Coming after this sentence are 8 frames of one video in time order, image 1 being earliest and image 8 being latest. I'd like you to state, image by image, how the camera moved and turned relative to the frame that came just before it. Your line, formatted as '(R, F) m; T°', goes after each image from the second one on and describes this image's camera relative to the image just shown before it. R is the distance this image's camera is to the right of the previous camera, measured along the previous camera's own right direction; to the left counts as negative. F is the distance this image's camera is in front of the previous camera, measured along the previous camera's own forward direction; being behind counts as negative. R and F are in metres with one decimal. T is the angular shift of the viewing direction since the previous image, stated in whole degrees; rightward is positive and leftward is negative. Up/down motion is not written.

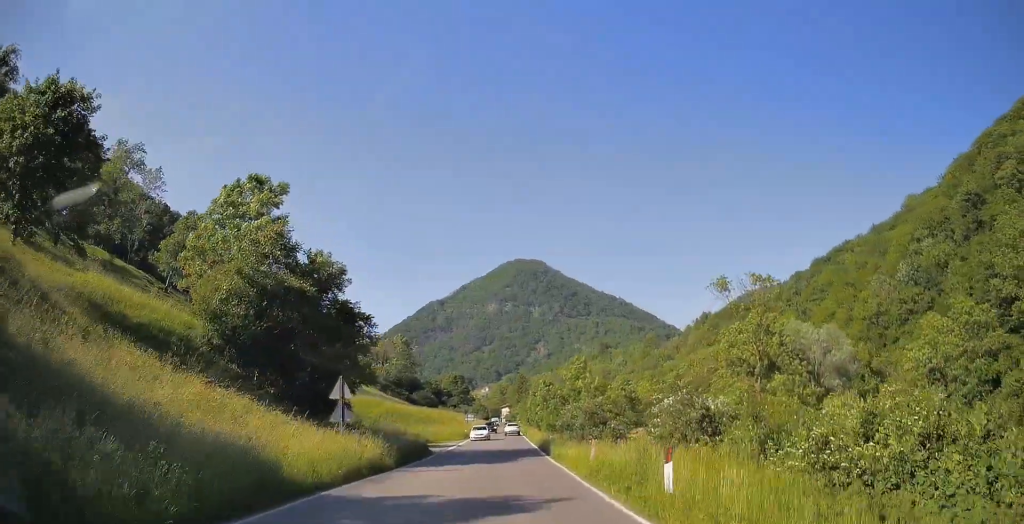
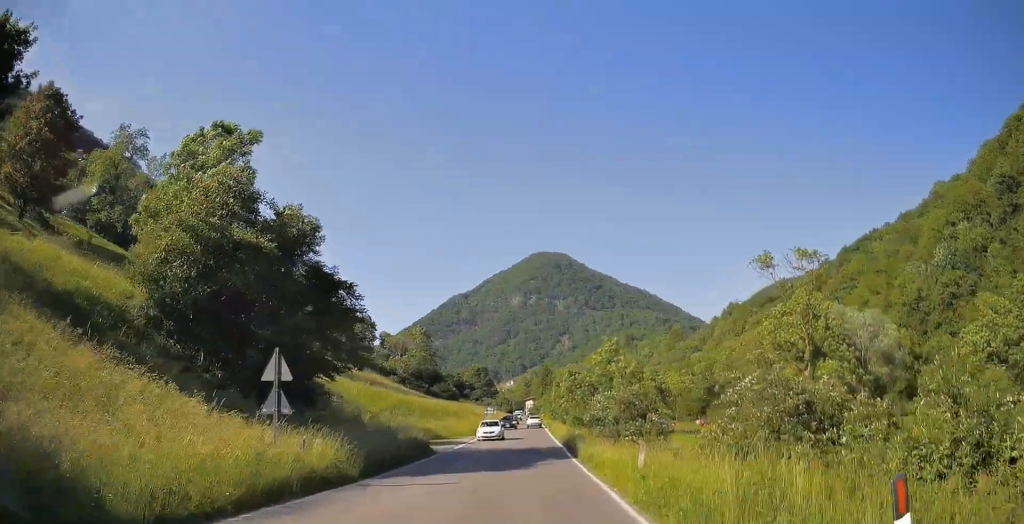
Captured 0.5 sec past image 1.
(+0.3, +6.0) m; +3°
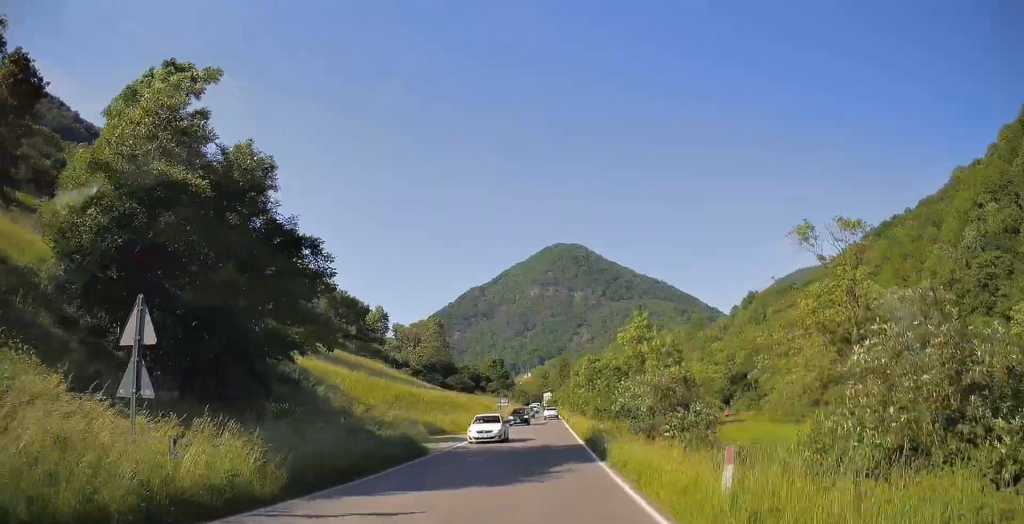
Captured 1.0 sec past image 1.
(+0.1, +5.4) m; +3°
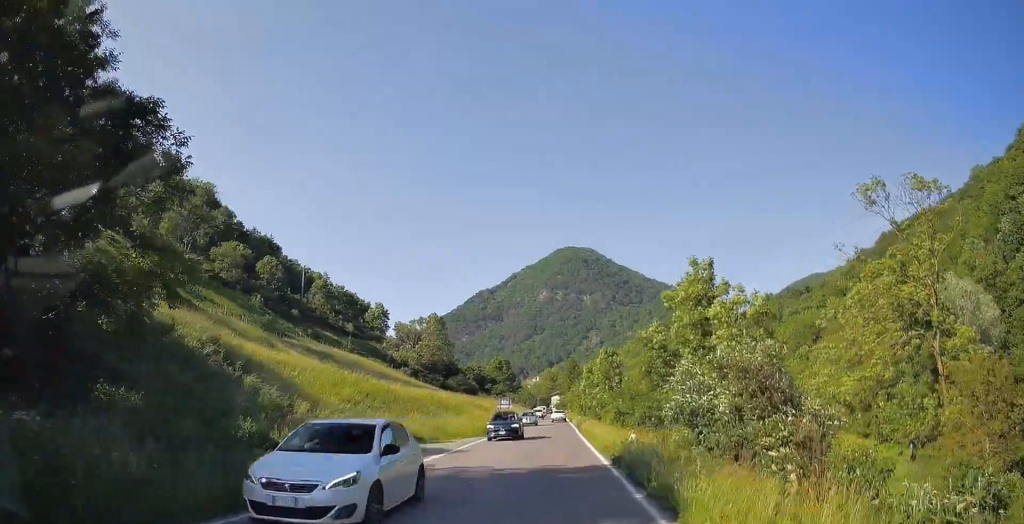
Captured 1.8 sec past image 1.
(+0.5, +9.9) m; +1°
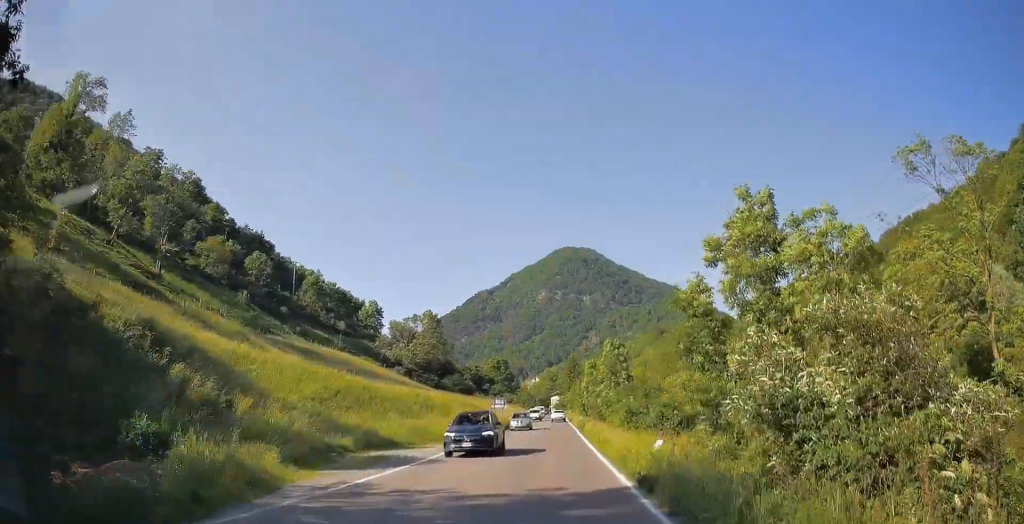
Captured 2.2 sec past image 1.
(+0.1, +5.5) m; +1°
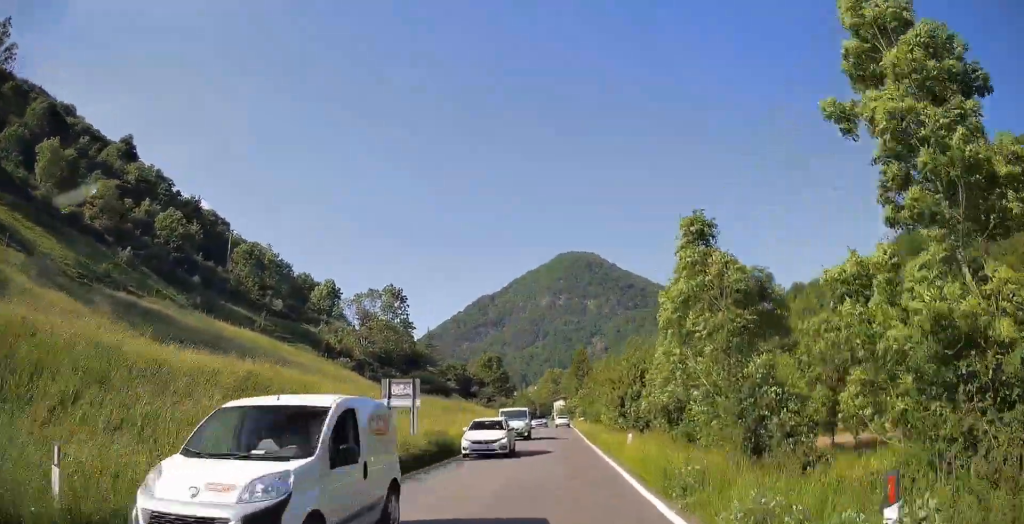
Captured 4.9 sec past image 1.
(+1.1, +36.1) m; 0°
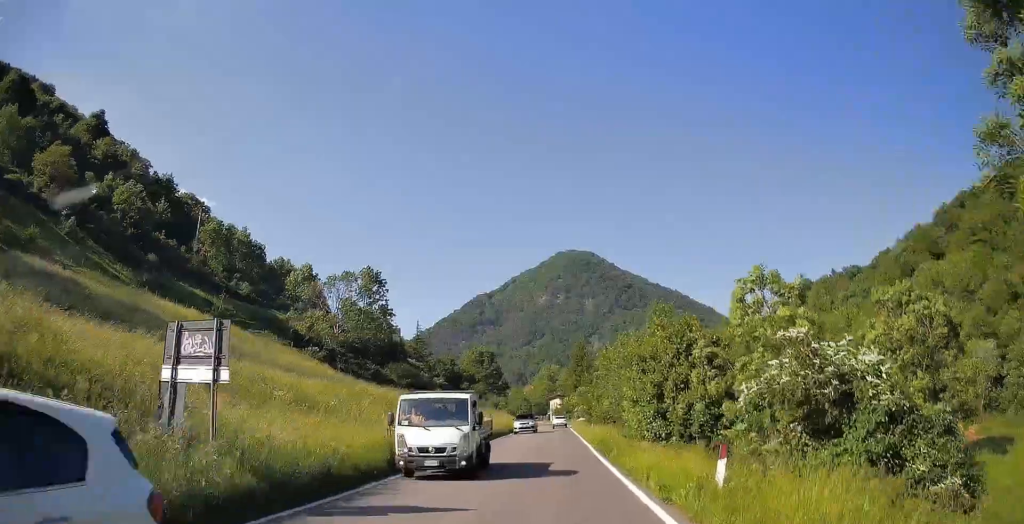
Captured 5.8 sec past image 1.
(-0.2, +12.1) m; 0°
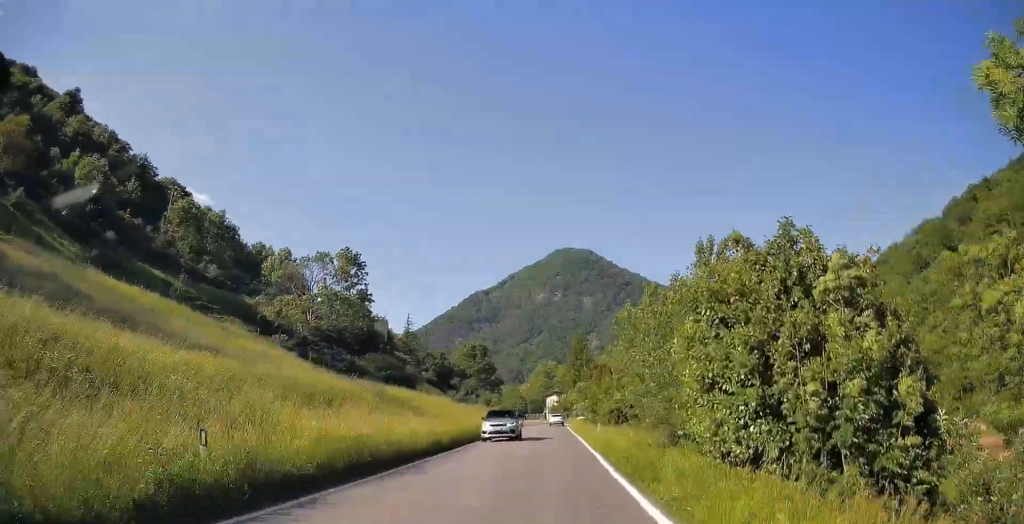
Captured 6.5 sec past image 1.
(+0.1, +9.9) m; +1°
